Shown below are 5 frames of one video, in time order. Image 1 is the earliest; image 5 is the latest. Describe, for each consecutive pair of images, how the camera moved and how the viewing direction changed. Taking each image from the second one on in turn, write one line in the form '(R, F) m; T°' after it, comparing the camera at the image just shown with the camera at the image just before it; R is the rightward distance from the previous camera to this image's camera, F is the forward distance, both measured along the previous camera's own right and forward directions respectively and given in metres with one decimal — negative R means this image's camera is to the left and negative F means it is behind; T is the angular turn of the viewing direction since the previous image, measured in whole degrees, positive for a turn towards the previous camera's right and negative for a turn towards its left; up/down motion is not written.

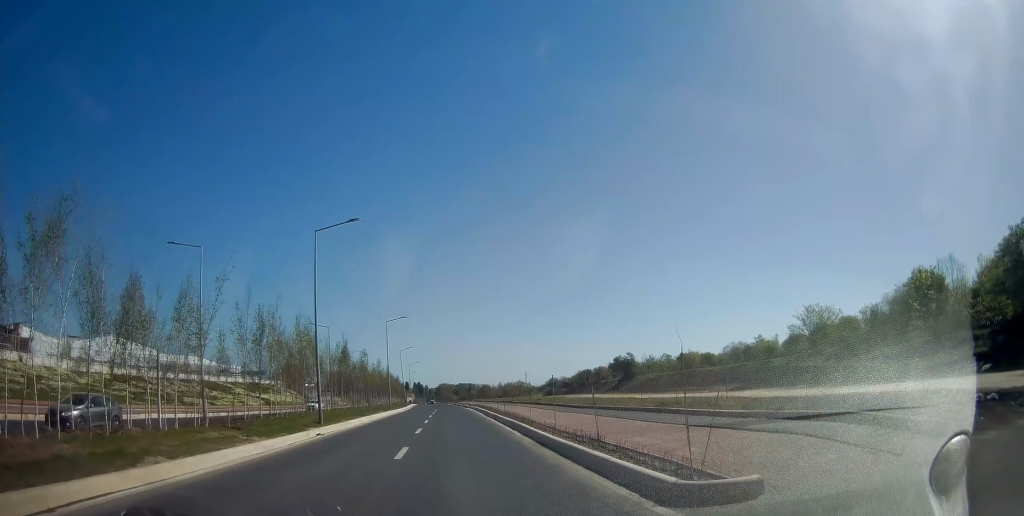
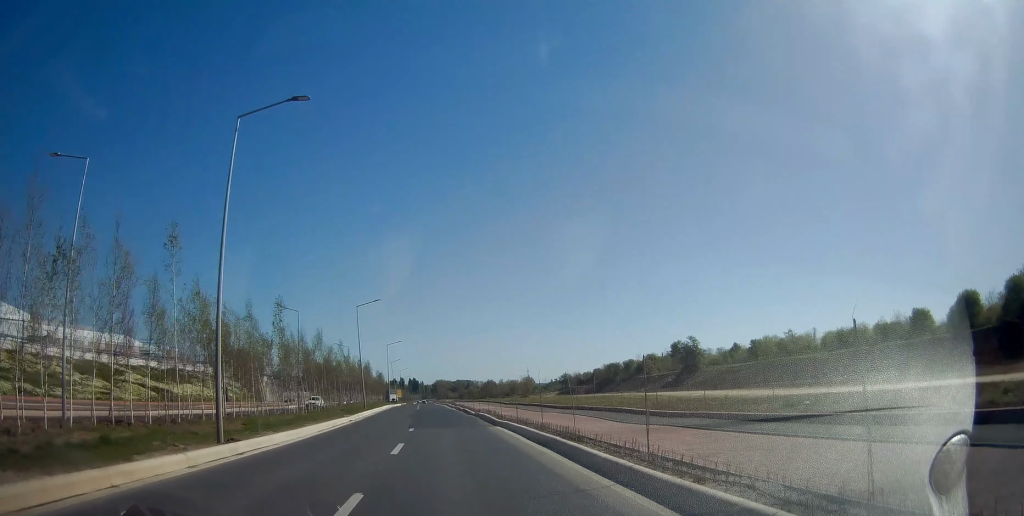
(+0.8, +43.3) m; +1°
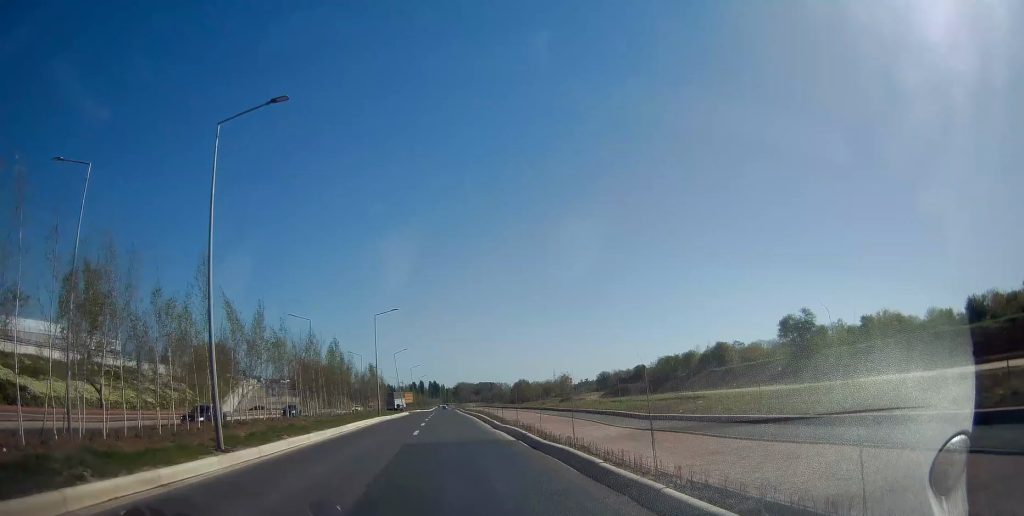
(-0.2, +34.9) m; +1°
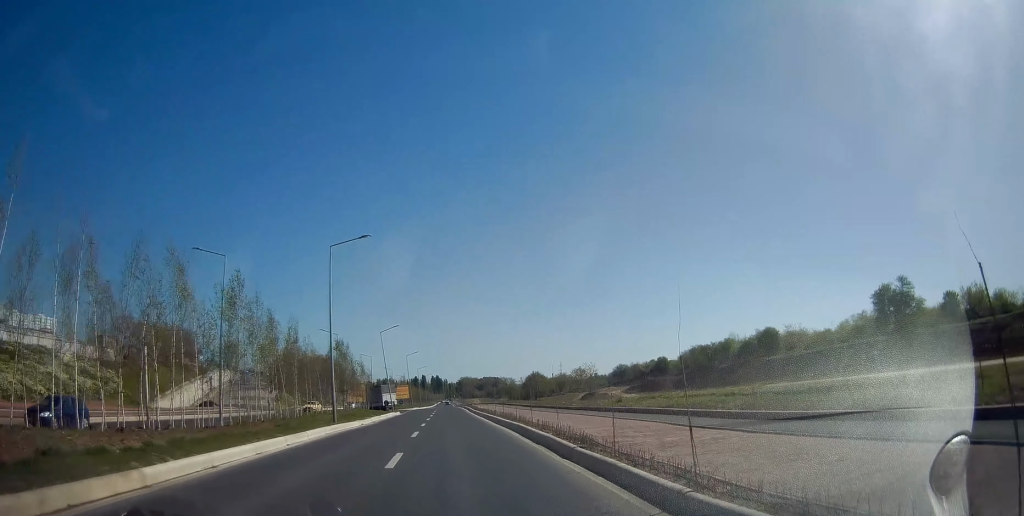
(-0.3, +21.8) m; -2°
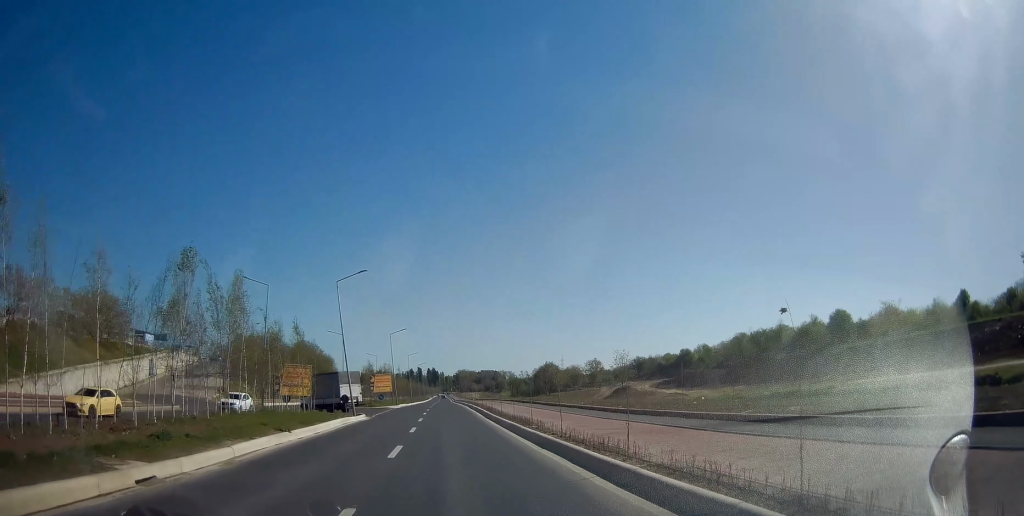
(-0.4, +25.7) m; -1°
